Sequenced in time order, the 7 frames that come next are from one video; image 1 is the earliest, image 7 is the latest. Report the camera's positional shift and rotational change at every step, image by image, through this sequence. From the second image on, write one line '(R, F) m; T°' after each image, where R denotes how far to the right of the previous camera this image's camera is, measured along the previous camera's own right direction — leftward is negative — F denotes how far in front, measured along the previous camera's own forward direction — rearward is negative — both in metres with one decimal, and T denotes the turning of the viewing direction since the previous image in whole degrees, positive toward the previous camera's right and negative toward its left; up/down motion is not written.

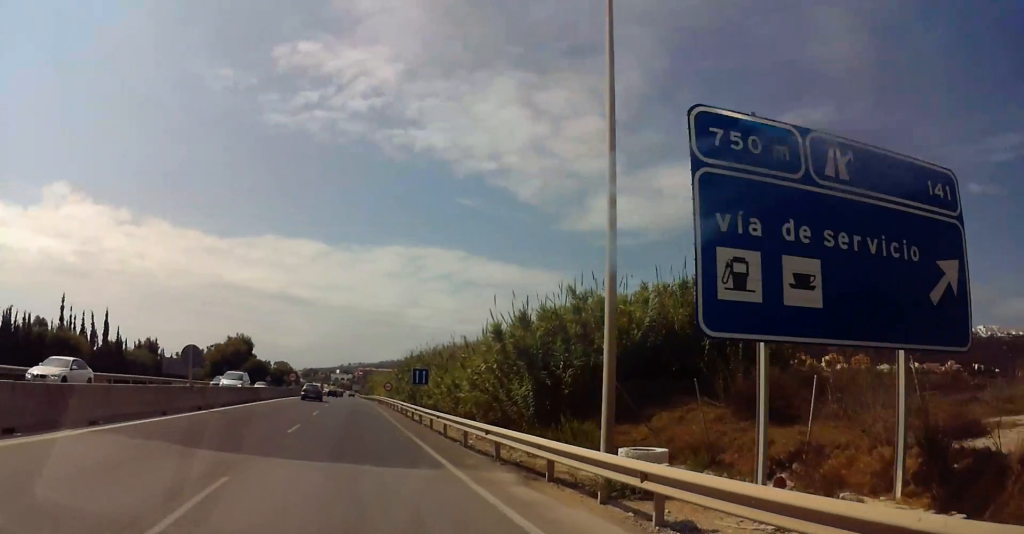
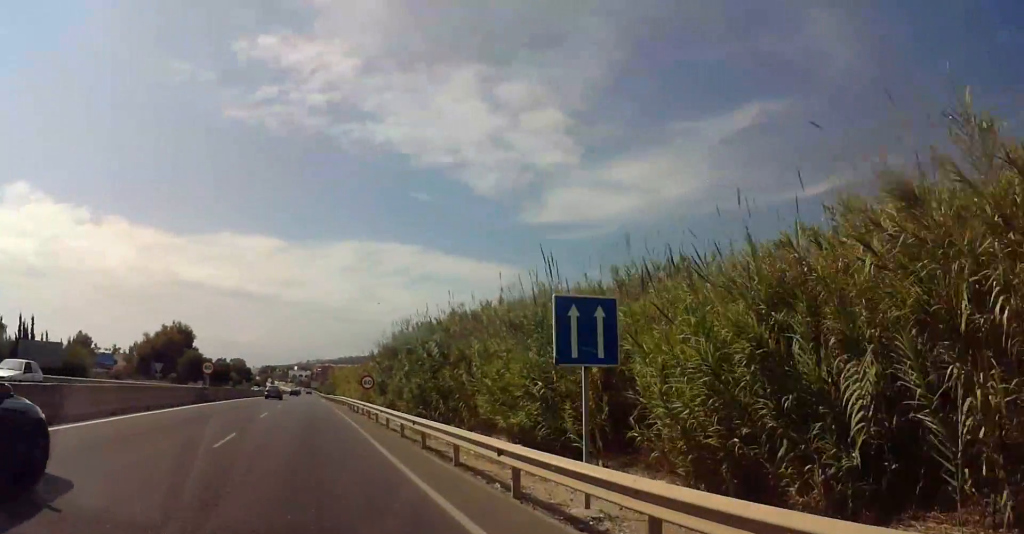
(+0.1, +30.1) m; -1°
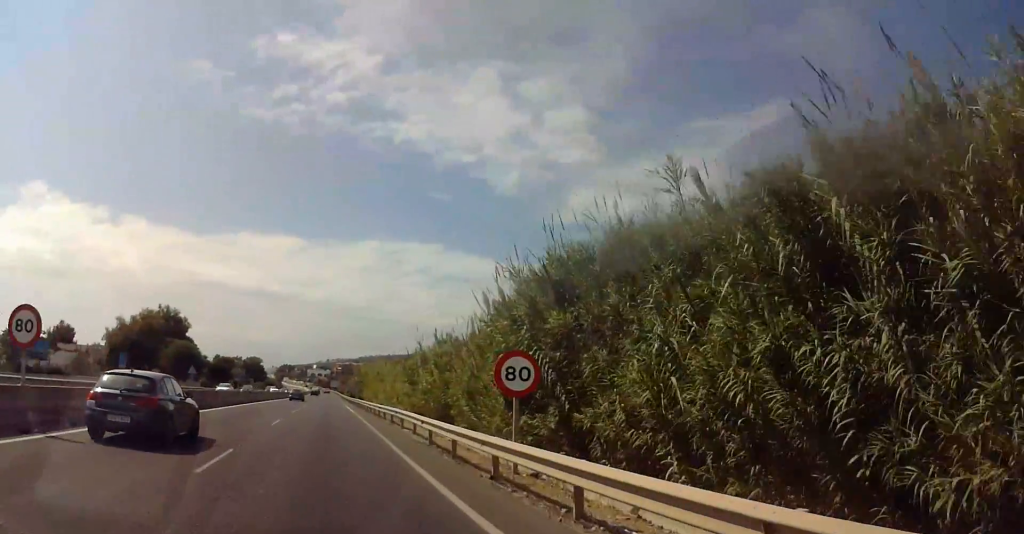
(+0.1, +29.8) m; 0°
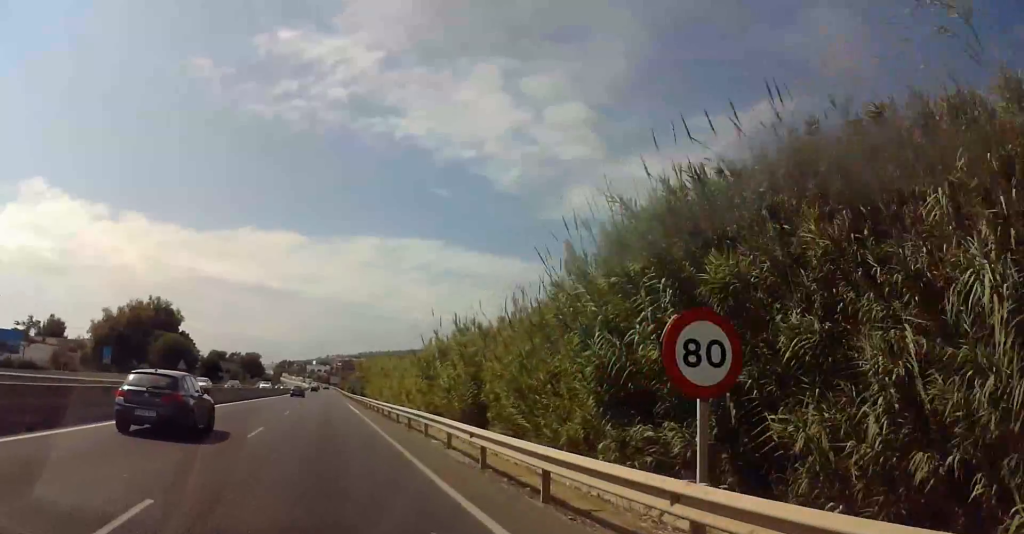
(+0.2, +6.3) m; 0°
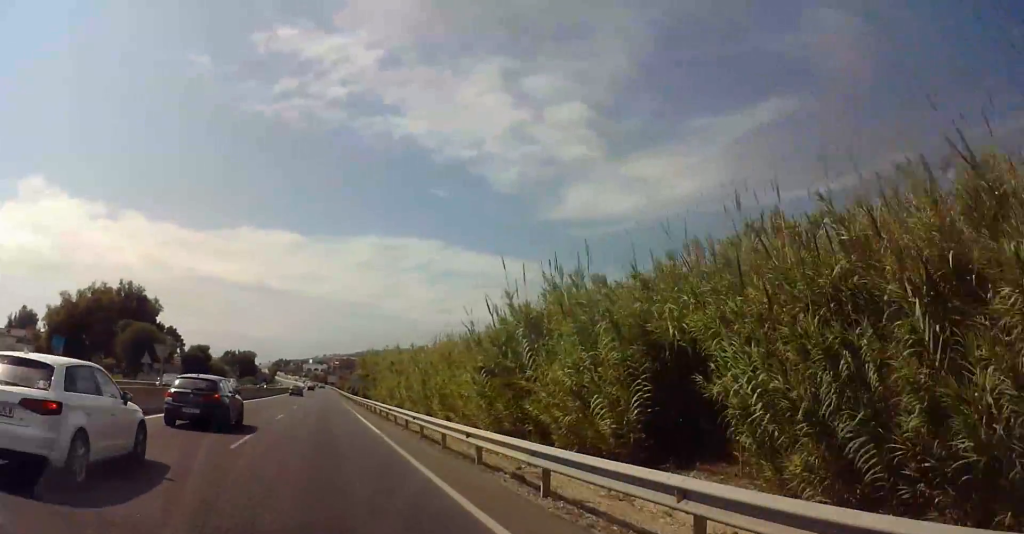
(-0.6, +16.1) m; -1°
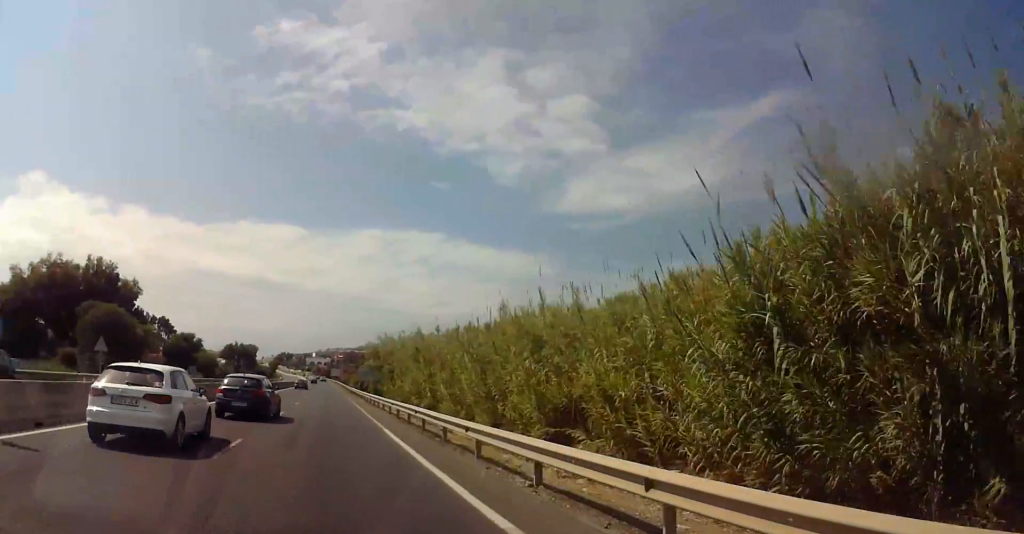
(+0.3, +14.6) m; +1°
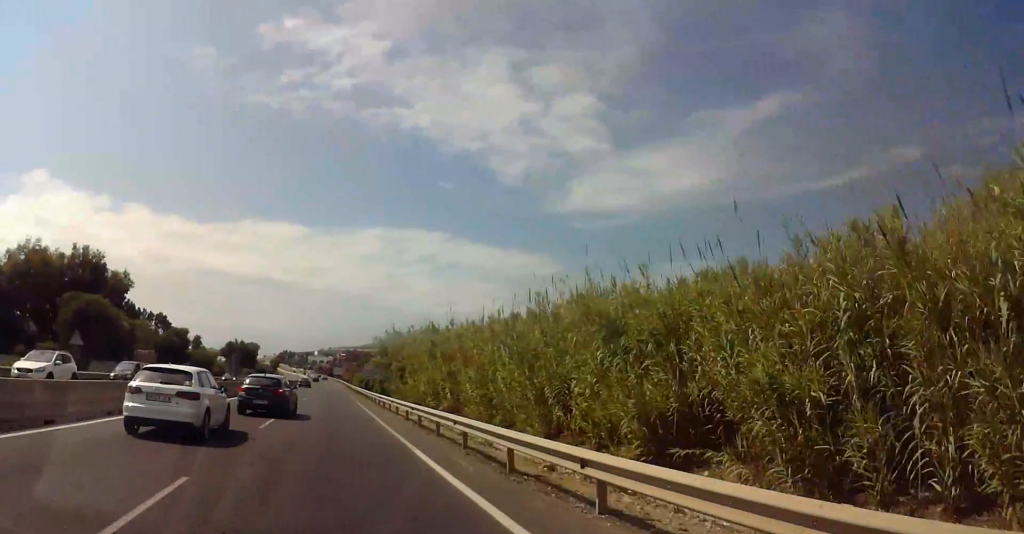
(0.0, +6.7) m; +1°
